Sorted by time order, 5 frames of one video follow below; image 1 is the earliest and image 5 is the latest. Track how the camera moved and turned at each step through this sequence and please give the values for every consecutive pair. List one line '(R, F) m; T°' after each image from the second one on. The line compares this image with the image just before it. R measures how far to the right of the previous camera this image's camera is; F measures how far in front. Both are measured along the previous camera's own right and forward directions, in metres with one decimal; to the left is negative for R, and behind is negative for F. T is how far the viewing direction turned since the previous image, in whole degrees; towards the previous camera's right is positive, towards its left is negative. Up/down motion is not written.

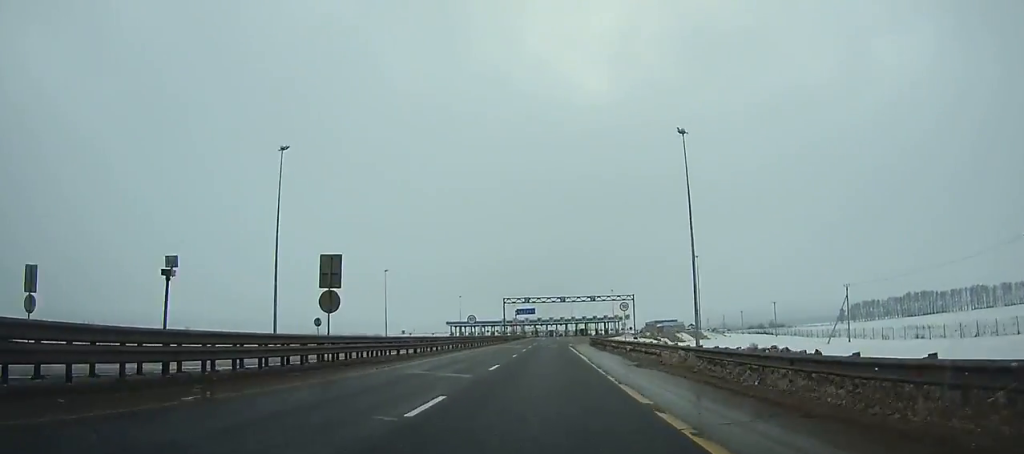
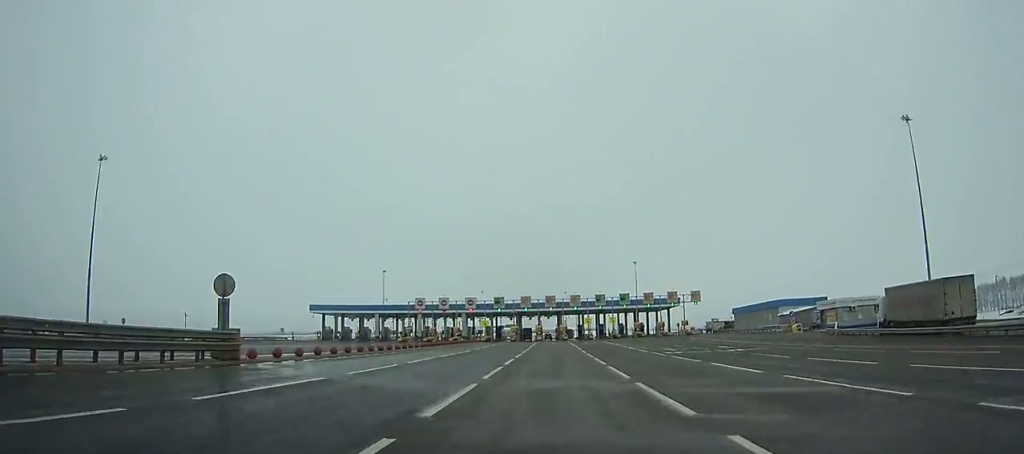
(+0.4, +152.5) m; 0°
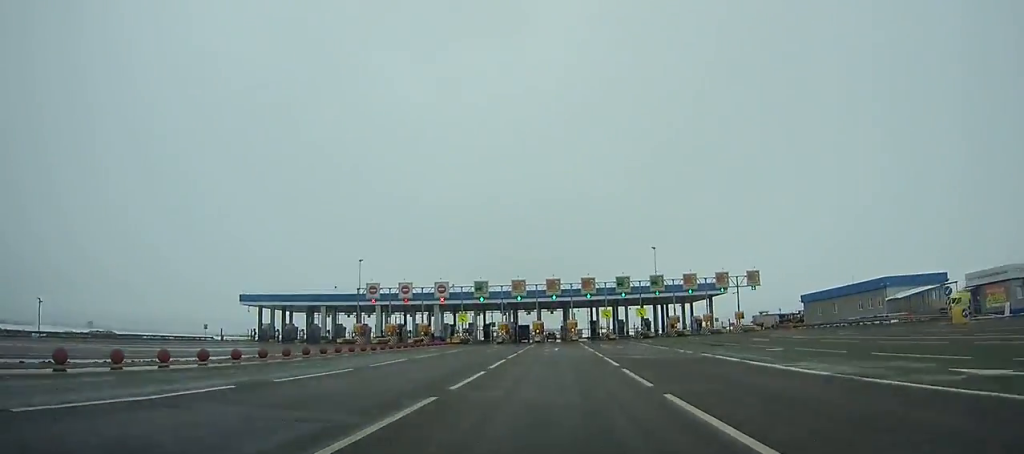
(+0.1, +33.9) m; 0°
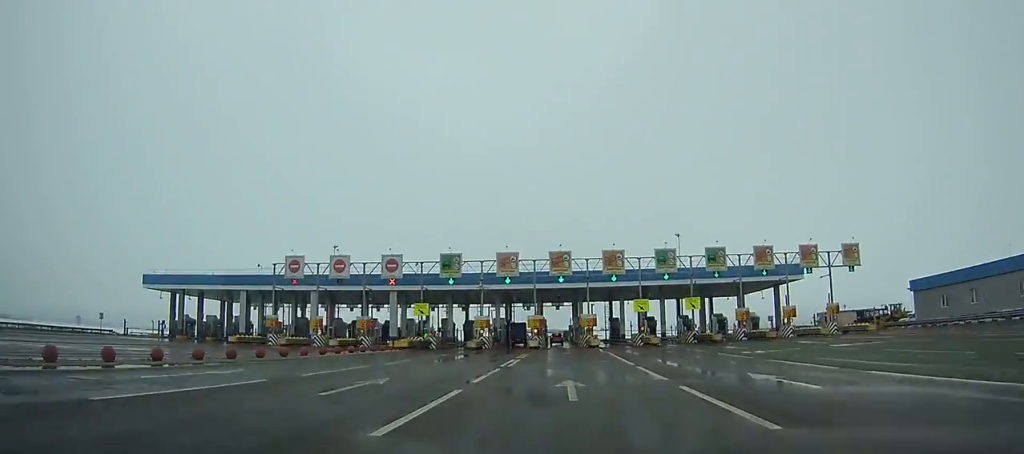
(-0.1, +25.5) m; 0°
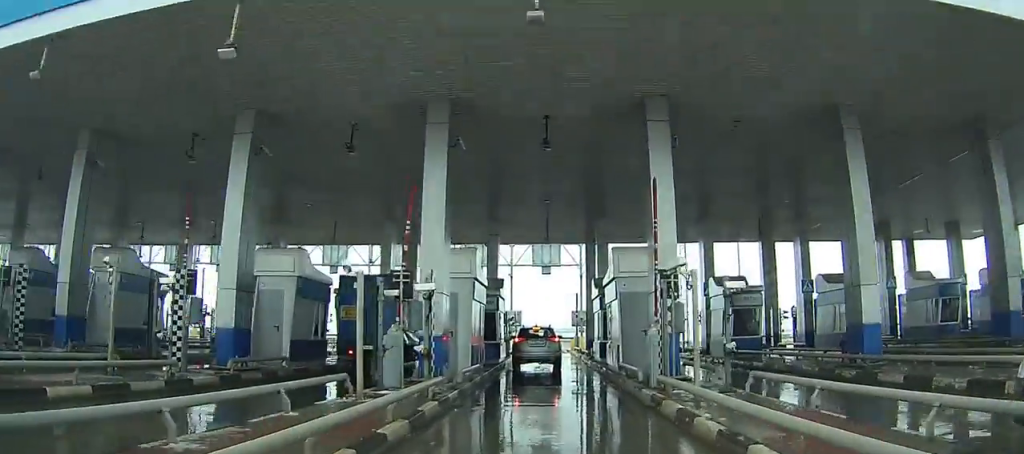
(-0.1, +55.1) m; -2°
